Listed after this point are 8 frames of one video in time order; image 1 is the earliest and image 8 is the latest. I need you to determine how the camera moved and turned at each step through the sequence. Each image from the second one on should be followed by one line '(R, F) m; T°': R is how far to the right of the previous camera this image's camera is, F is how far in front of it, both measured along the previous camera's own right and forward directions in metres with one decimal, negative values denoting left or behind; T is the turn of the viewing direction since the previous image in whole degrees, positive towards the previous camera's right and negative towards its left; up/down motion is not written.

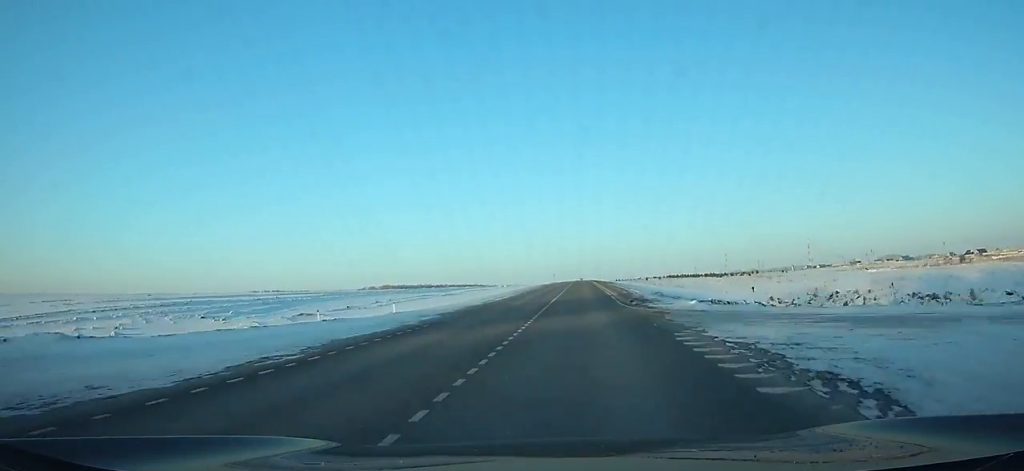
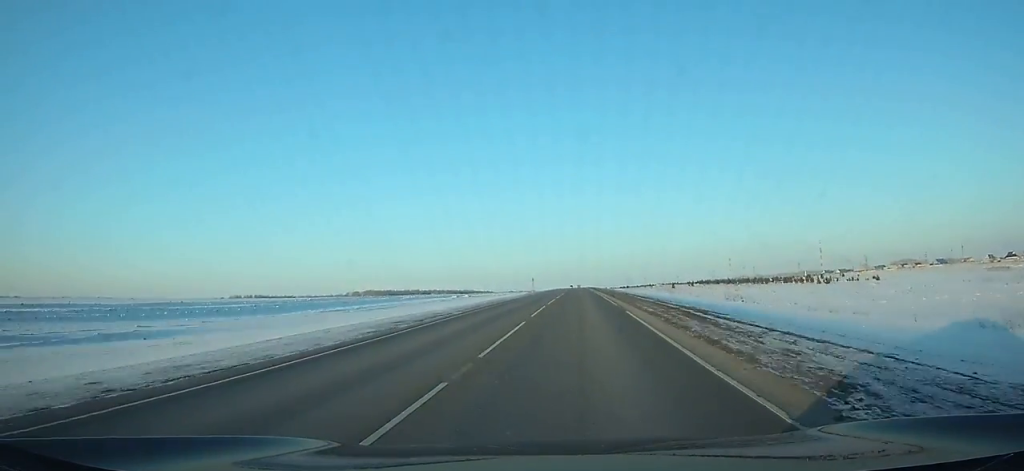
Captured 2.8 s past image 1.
(+0.1, +79.1) m; 0°
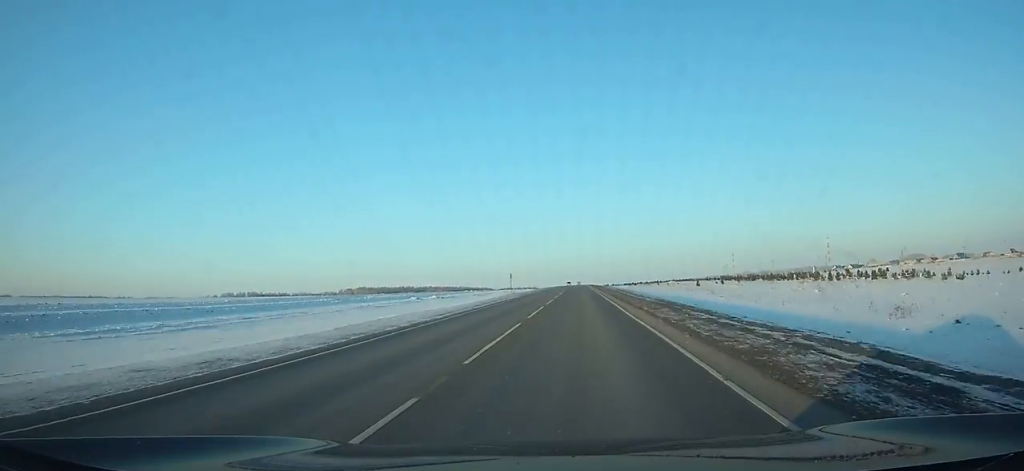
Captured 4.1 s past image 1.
(0.0, +36.7) m; 0°
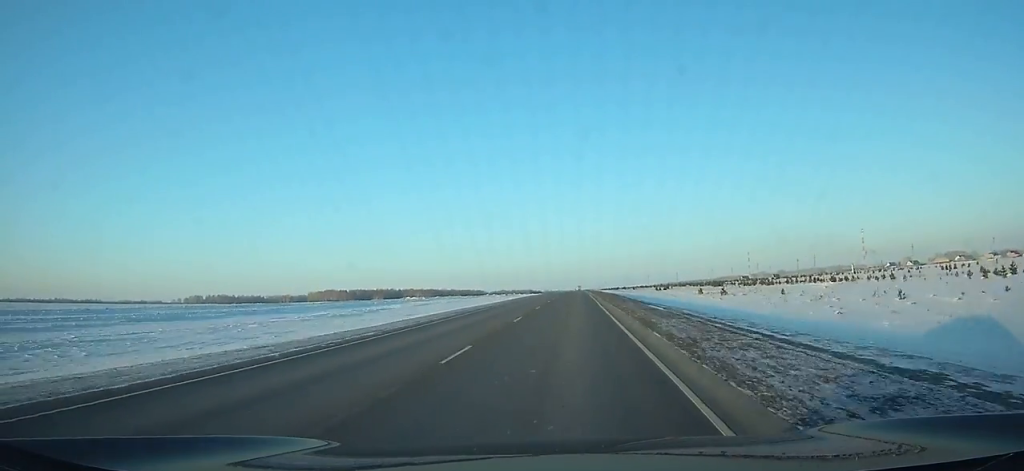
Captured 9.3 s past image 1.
(-0.2, +146.9) m; 0°
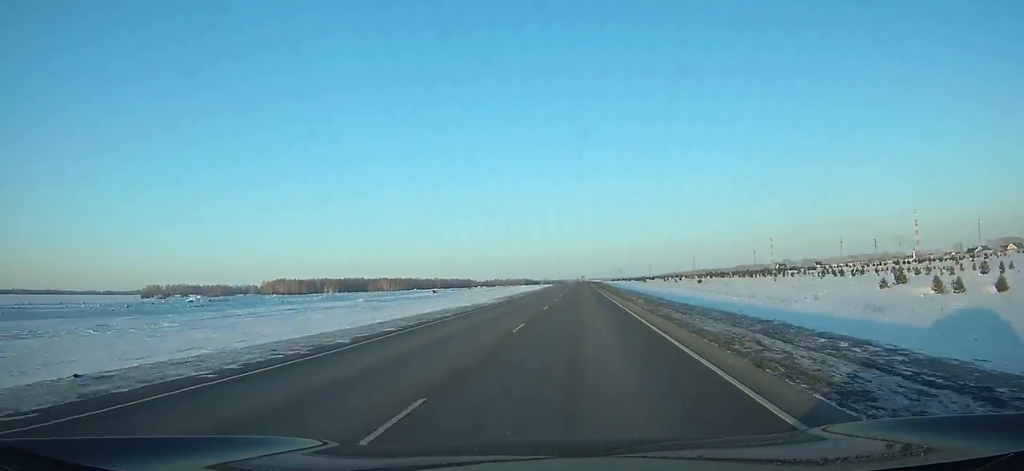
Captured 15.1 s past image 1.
(-0.2, +165.4) m; 0°
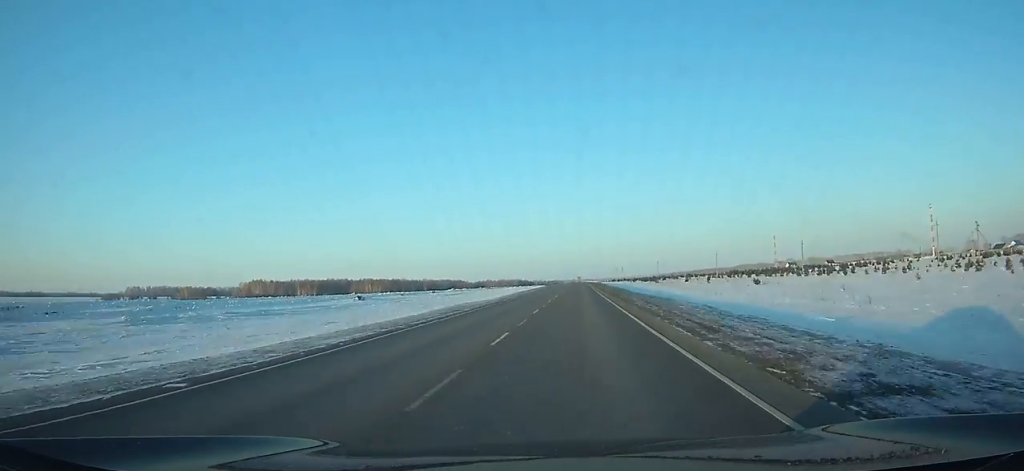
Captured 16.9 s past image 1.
(+0.2, +51.5) m; 0°
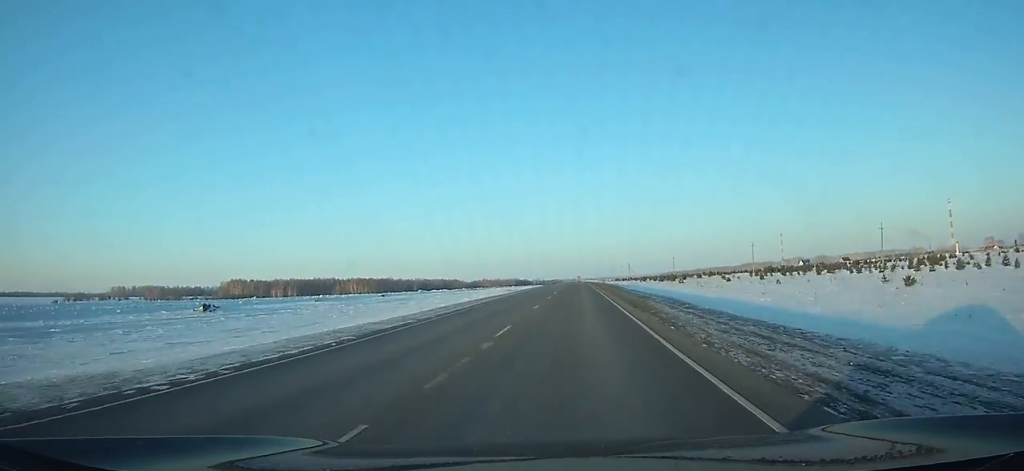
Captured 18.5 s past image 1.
(0.0, +45.9) m; 0°
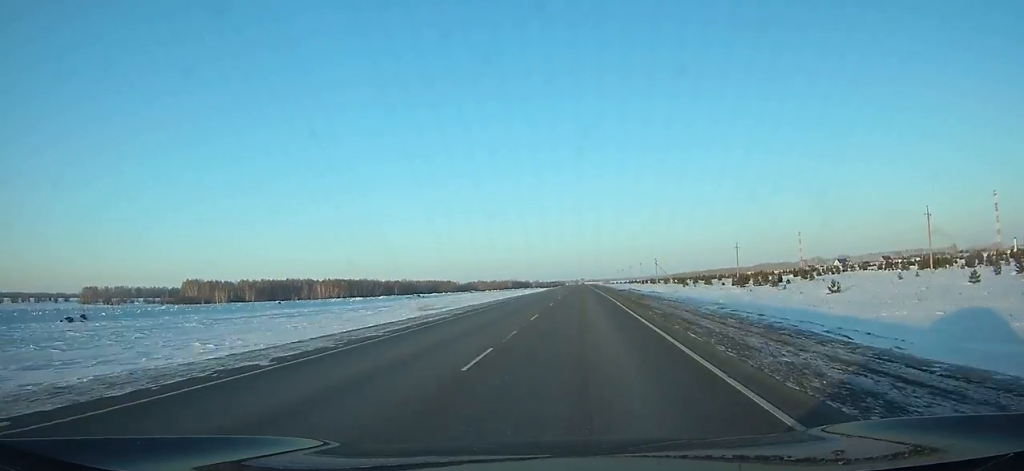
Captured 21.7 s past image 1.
(-0.1, +91.7) m; 0°
